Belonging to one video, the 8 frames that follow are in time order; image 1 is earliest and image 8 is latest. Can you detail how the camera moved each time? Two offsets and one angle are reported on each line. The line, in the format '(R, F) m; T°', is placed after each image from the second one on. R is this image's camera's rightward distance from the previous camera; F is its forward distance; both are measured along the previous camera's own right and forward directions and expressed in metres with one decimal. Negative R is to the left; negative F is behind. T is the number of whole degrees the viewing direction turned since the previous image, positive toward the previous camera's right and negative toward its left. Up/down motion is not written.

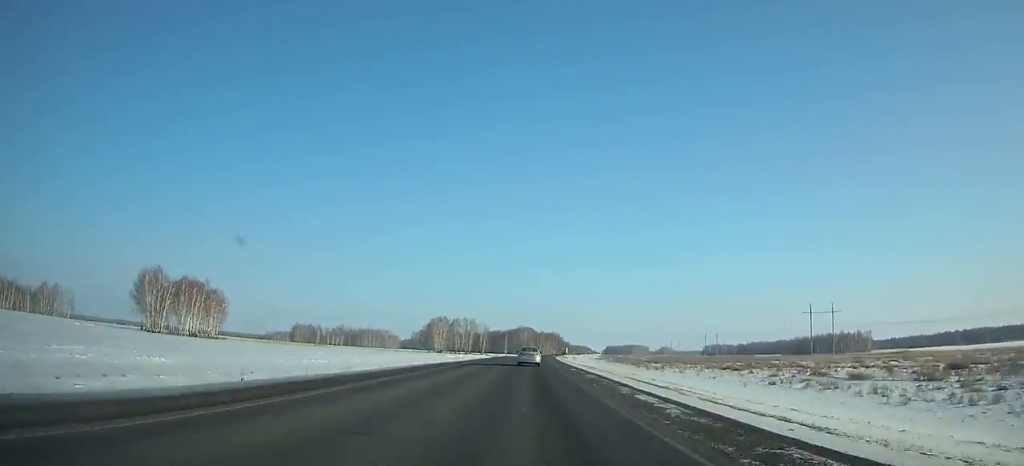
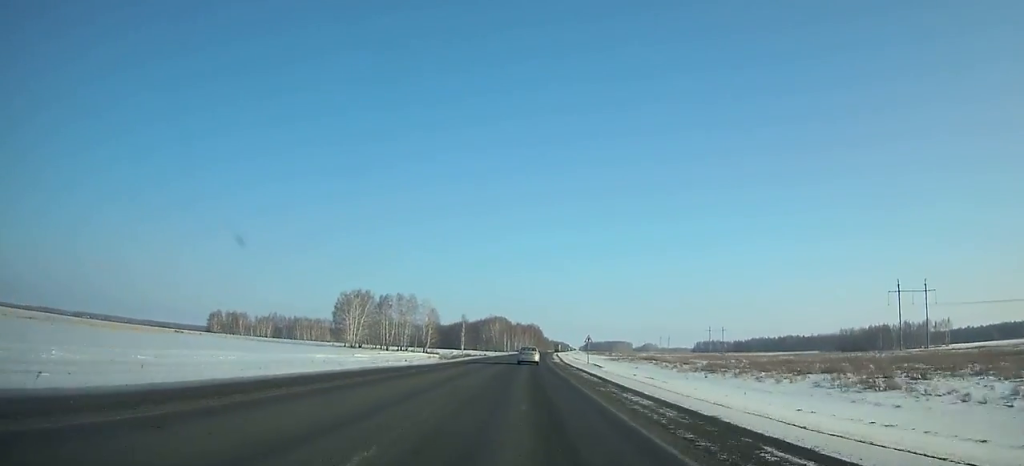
(+2.3, +101.7) m; +3°
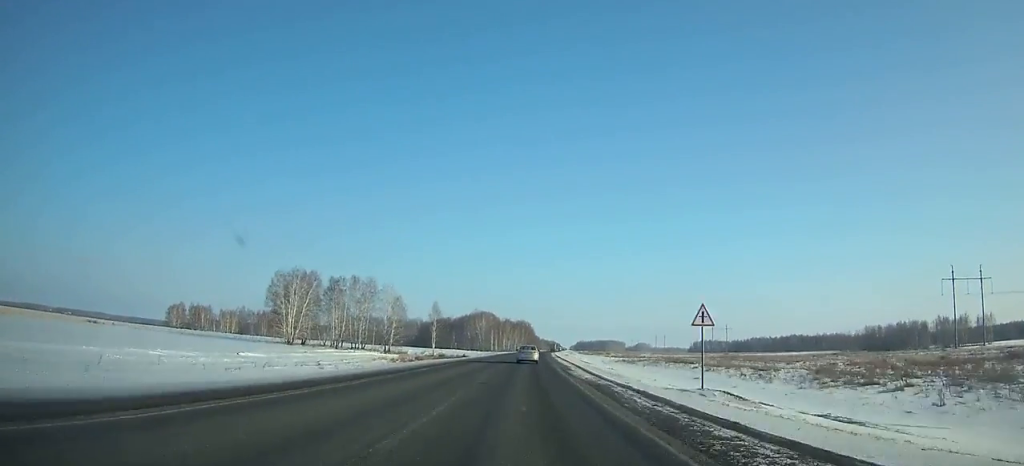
(+0.3, +38.5) m; +1°
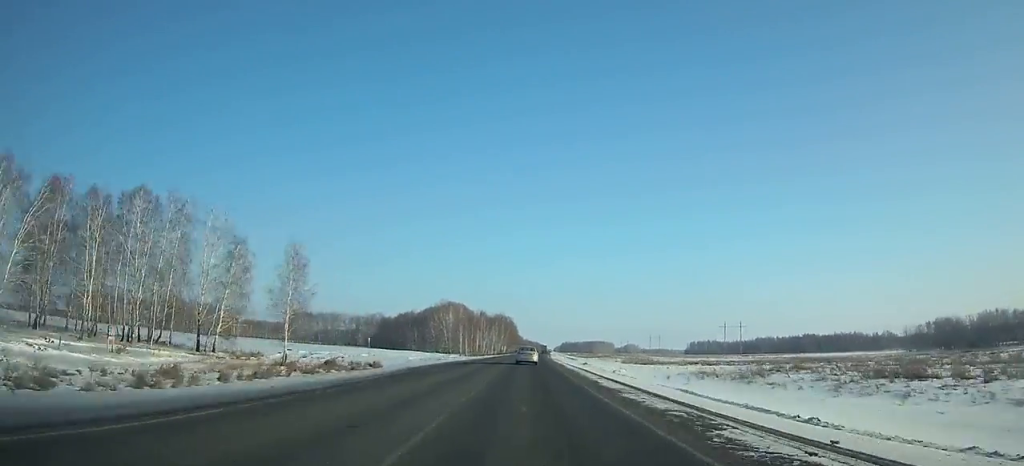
(+0.8, +76.8) m; +1°
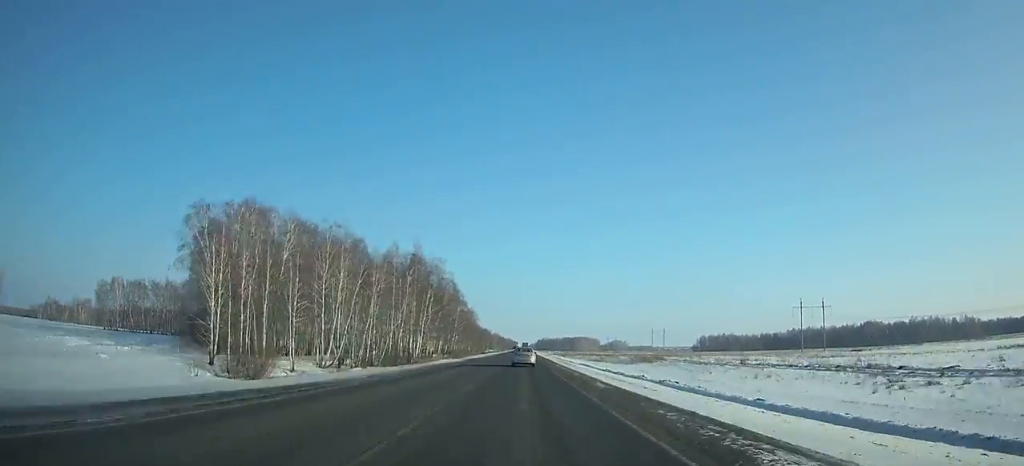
(+4.0, +169.1) m; +2°
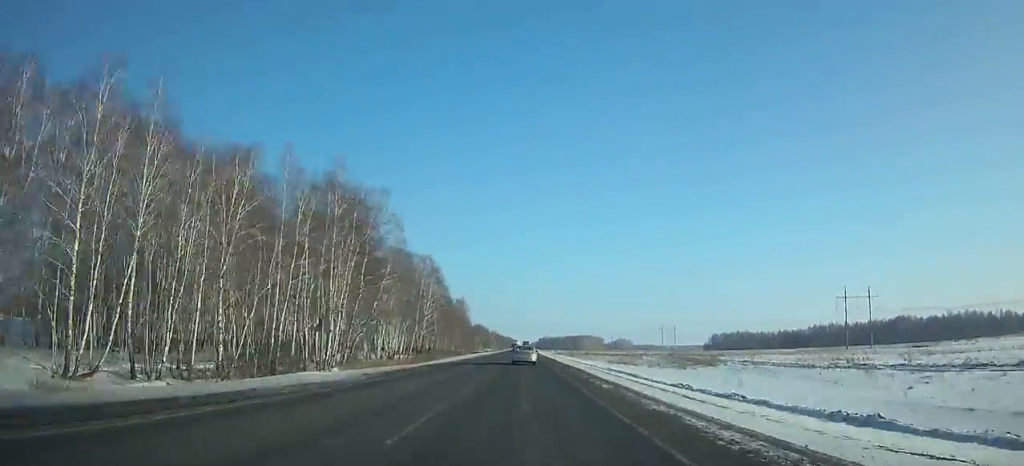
(+0.1, +43.2) m; 0°
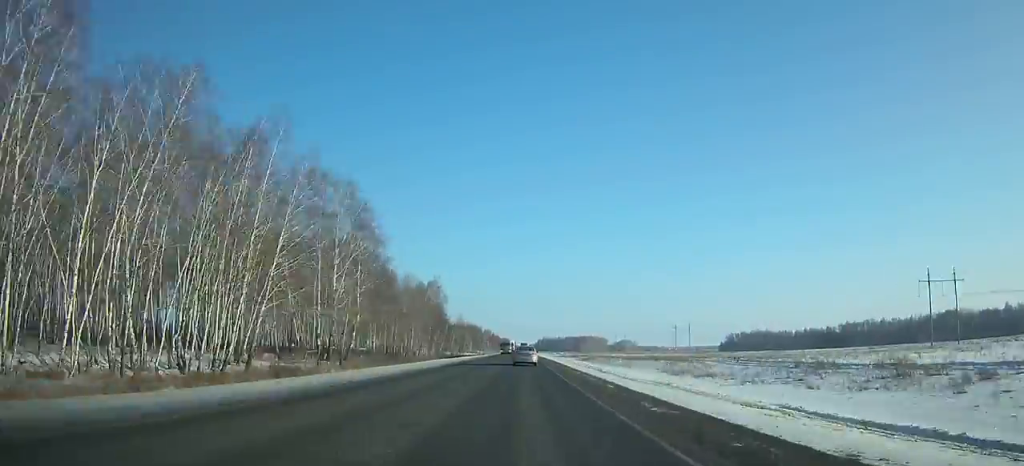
(+0.2, +59.0) m; 0°
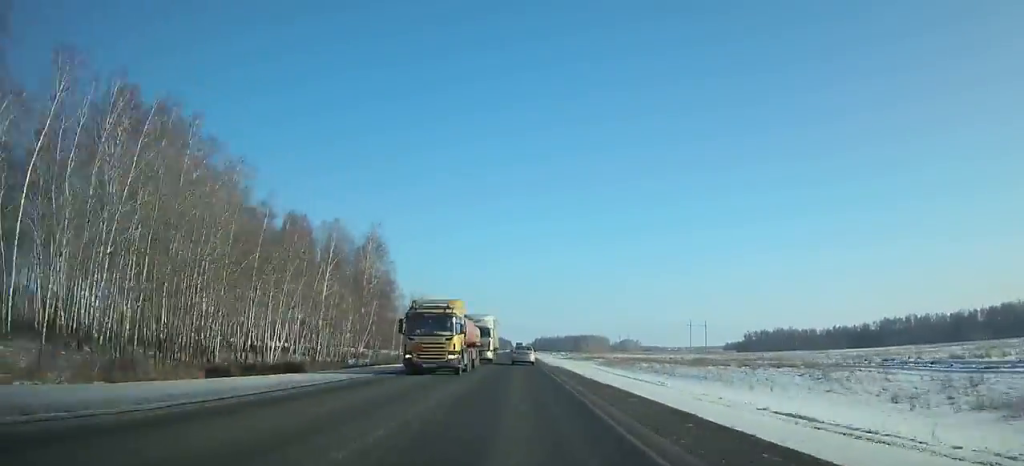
(+0.1, +61.3) m; 0°
